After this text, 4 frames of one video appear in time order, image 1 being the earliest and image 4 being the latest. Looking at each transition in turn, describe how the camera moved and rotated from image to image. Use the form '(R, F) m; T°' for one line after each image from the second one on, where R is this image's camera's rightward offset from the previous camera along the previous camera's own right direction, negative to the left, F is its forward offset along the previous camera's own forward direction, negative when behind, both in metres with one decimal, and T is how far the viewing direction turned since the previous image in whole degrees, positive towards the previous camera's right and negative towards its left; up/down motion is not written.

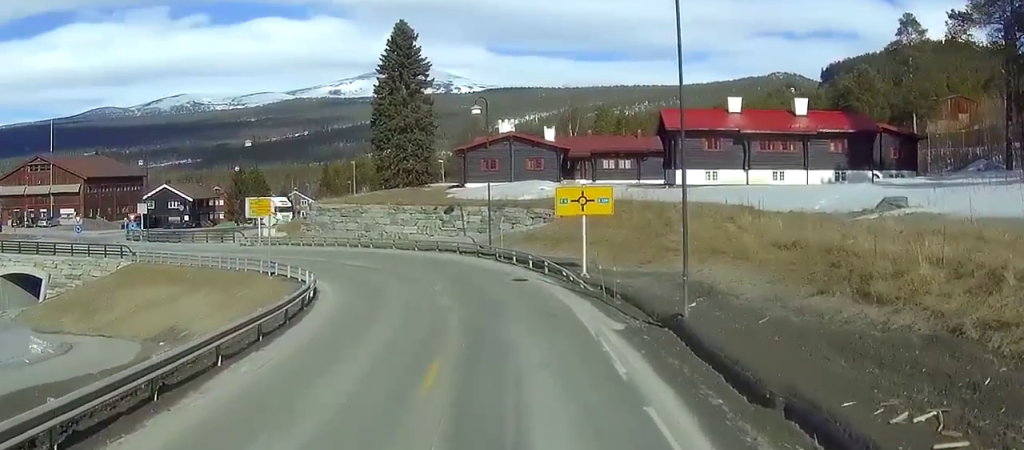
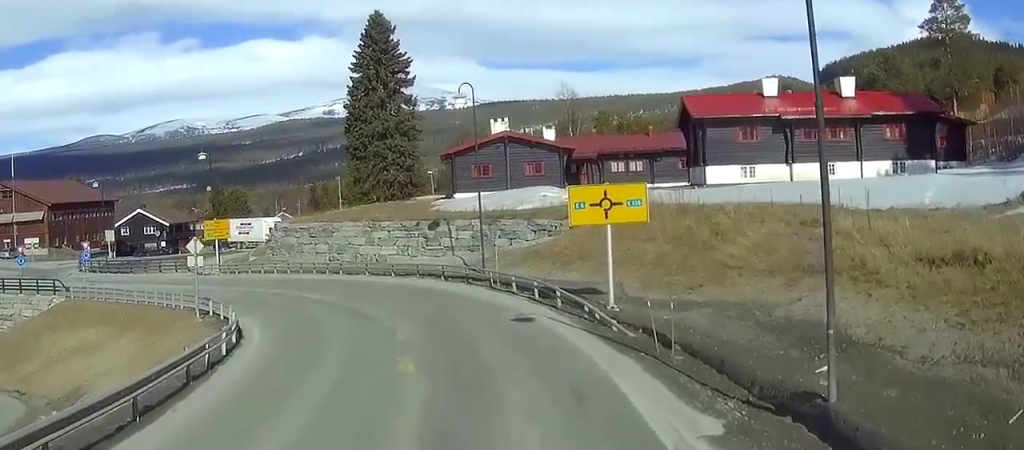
(+0.1, +11.6) m; -5°
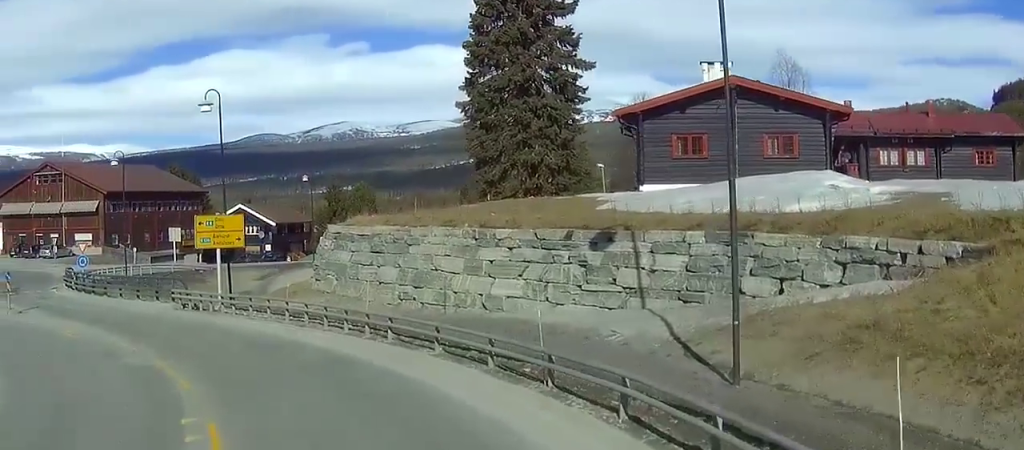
(-3.6, +29.6) m; -8°
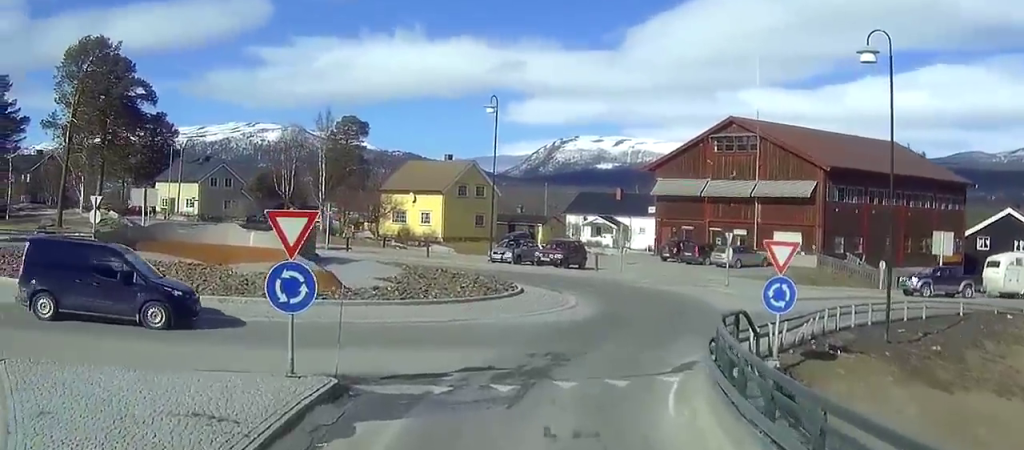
(-7.5, +37.9) m; -38°
